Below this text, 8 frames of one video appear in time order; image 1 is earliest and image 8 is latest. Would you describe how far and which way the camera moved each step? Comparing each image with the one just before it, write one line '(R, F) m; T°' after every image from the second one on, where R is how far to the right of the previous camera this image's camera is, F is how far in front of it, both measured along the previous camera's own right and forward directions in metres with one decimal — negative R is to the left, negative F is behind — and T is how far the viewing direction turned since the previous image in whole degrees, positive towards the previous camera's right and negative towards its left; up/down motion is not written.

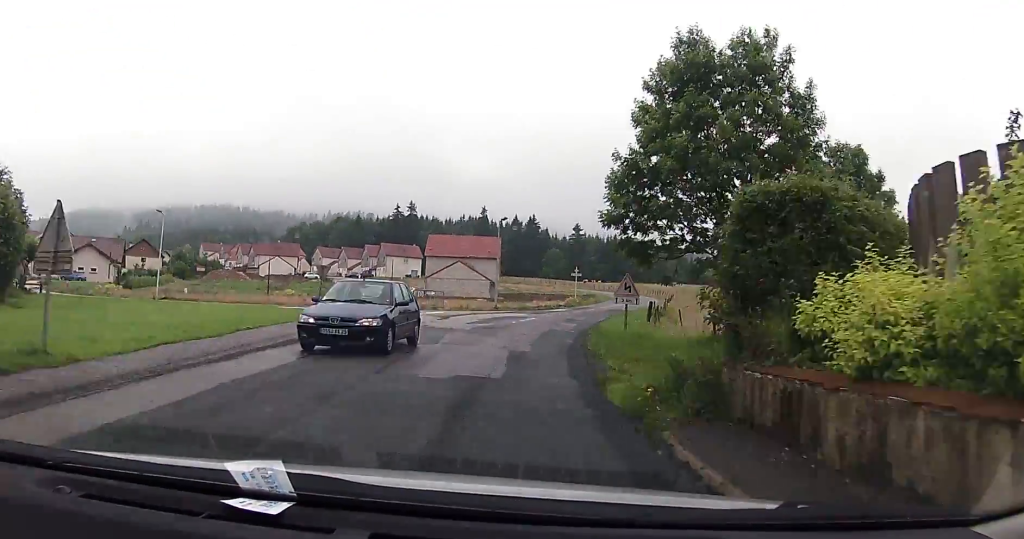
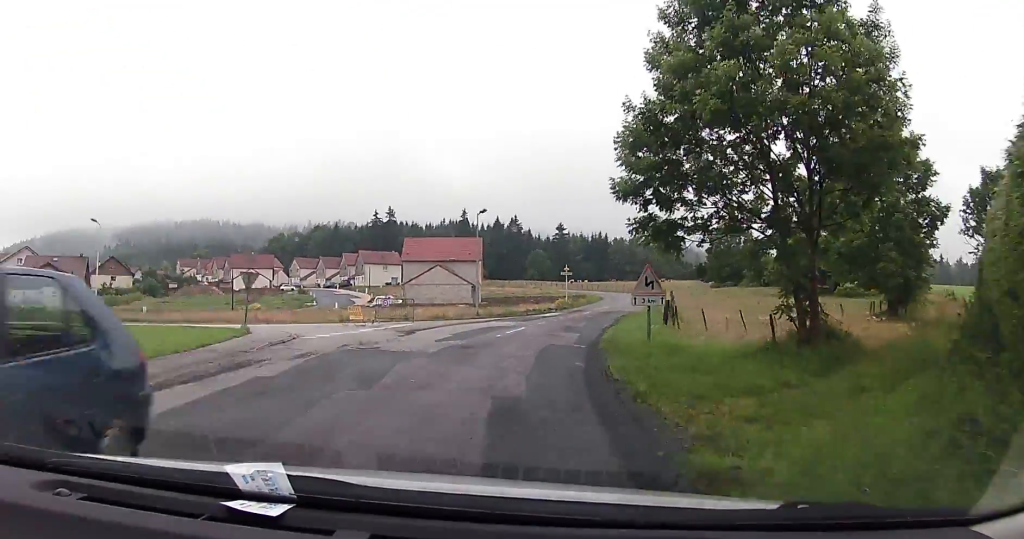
(-0.1, +6.1) m; +2°
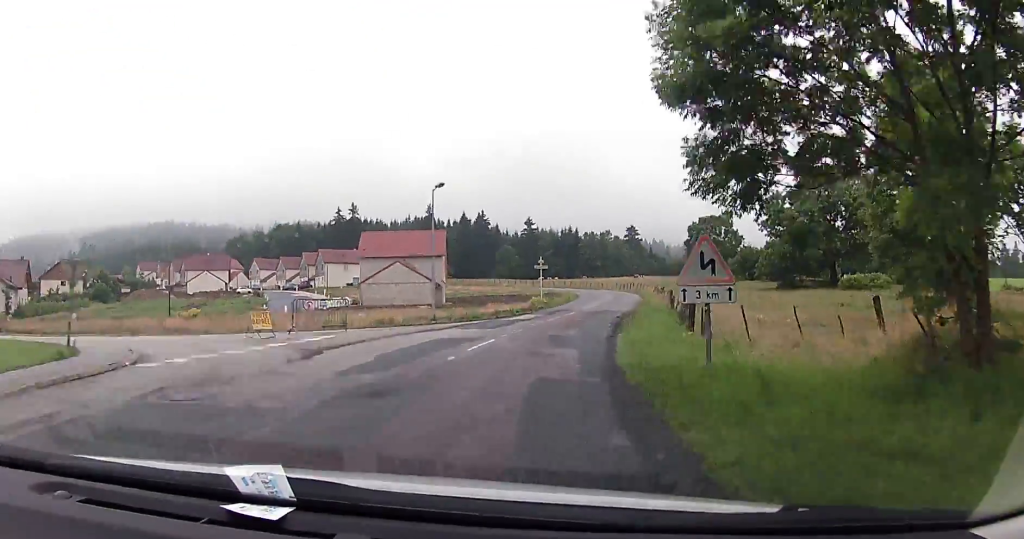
(0.0, +7.5) m; +3°
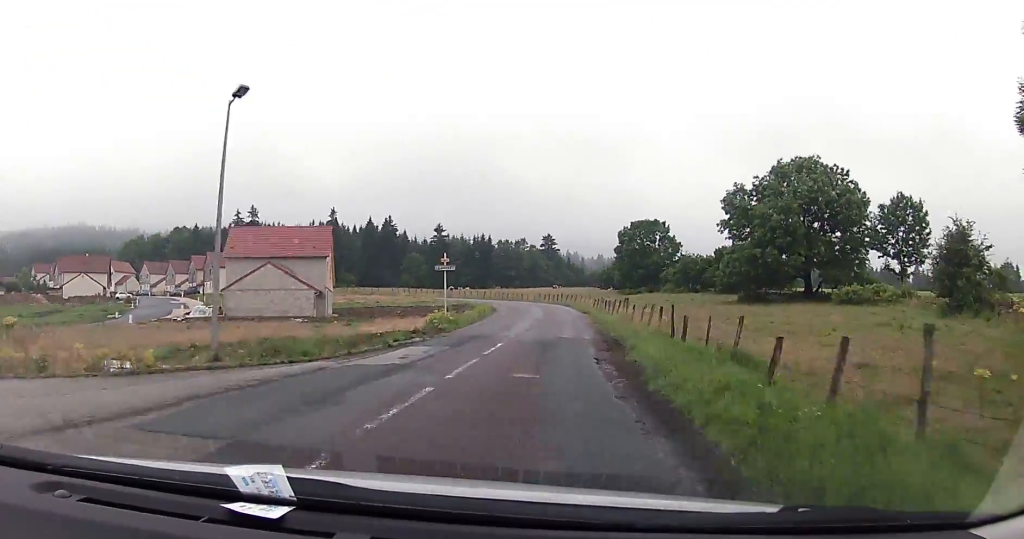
(+1.1, +15.6) m; +7°
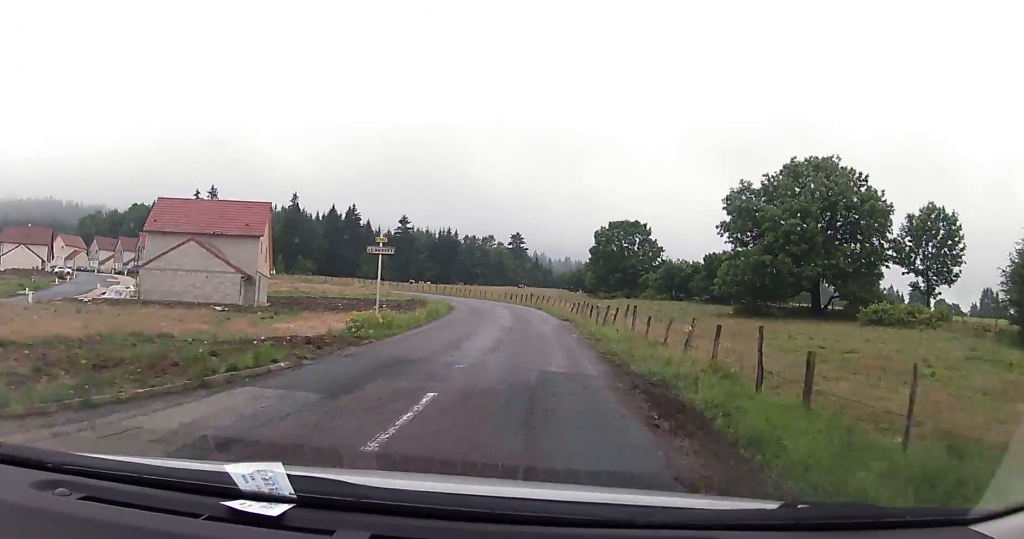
(+0.1, +9.5) m; +3°
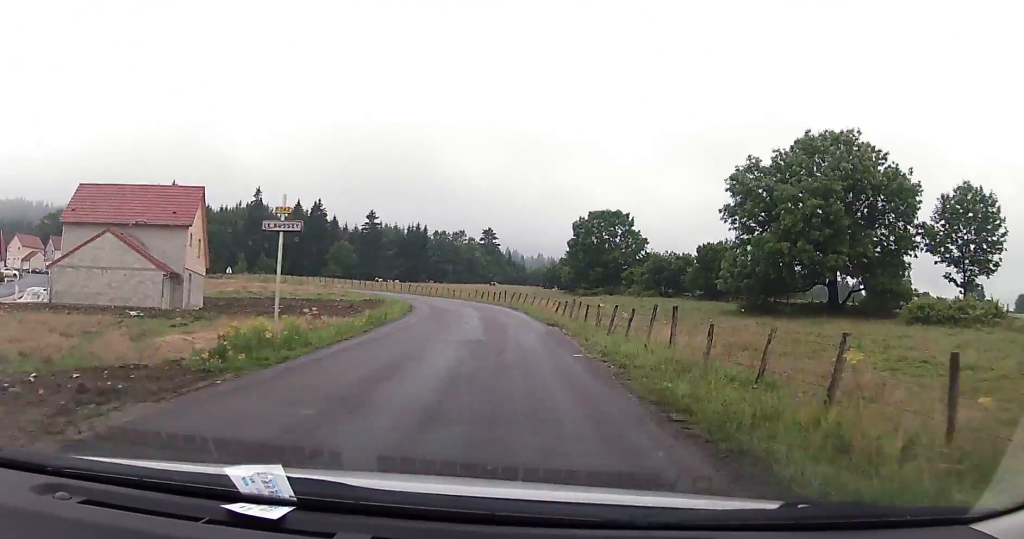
(+0.4, +8.3) m; +2°
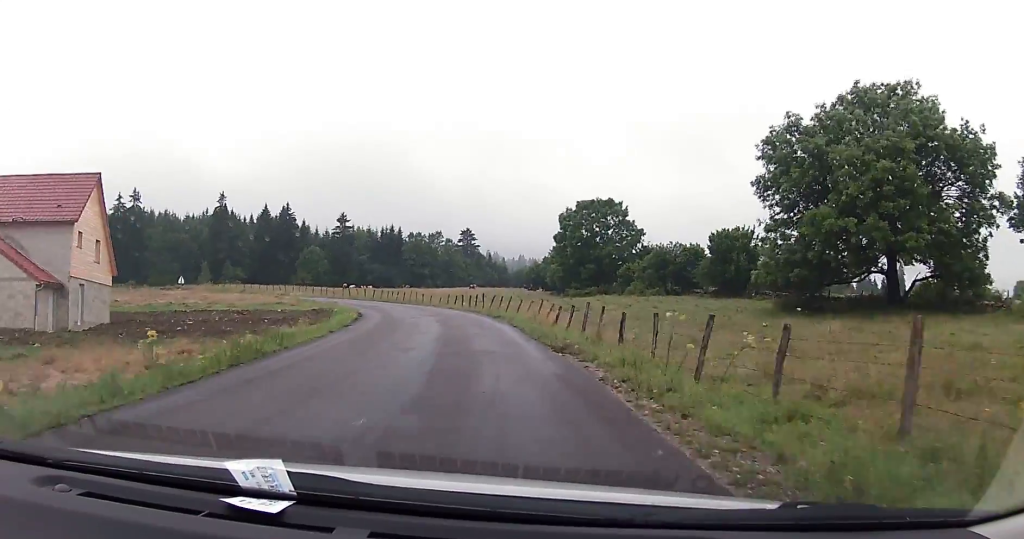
(+0.3, +11.4) m; +1°
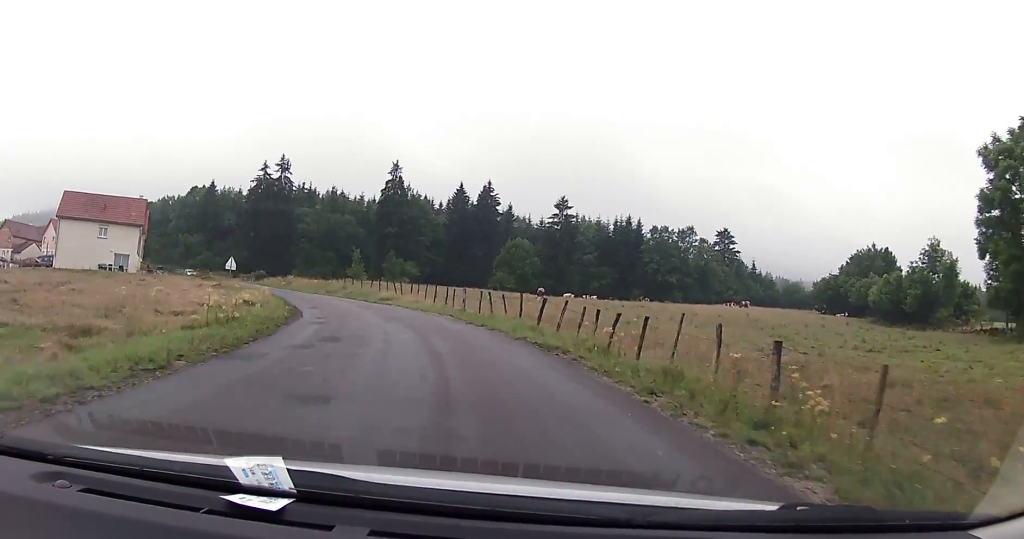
(-5.7, +49.8) m; -18°
